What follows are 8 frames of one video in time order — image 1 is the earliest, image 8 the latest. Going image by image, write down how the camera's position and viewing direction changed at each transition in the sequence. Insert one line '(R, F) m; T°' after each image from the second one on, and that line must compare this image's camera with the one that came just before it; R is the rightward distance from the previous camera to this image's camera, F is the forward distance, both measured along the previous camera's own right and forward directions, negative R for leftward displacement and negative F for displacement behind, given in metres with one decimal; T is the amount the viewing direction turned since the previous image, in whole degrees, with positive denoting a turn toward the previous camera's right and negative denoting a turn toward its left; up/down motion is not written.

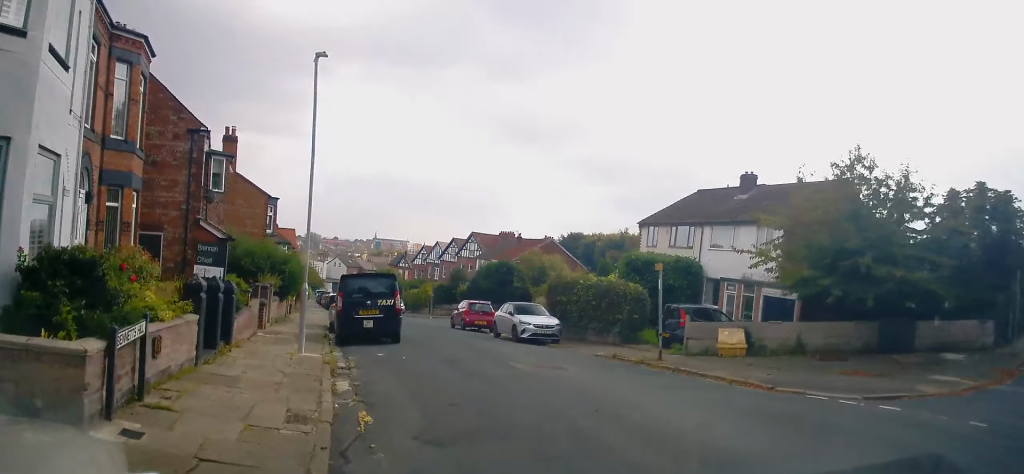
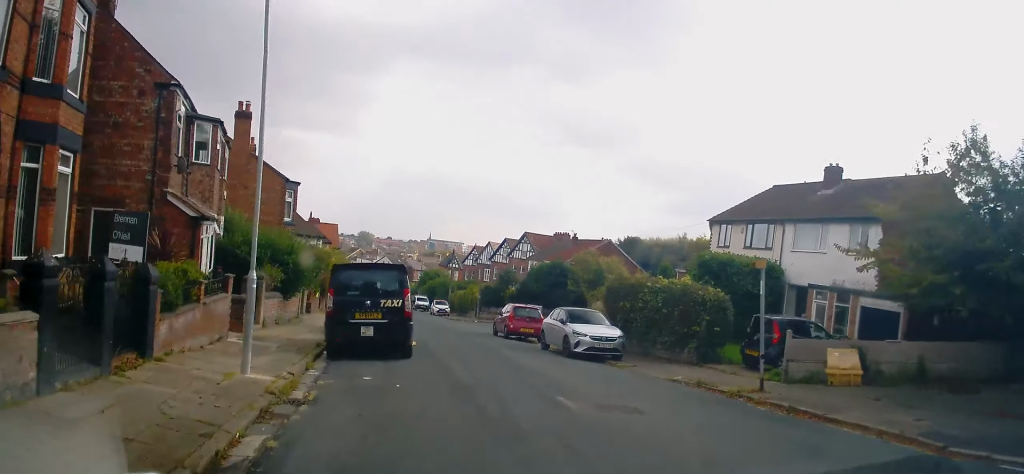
(-0.3, +4.2) m; -5°
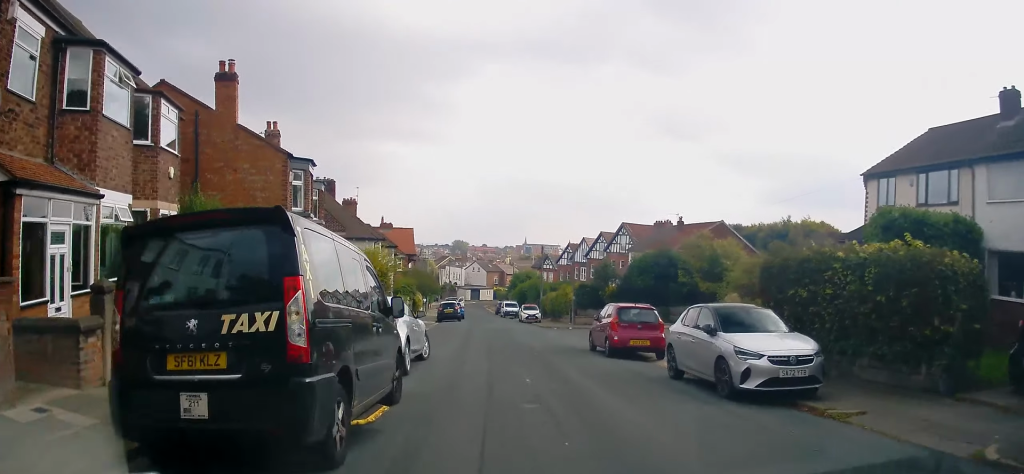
(-0.1, +8.2) m; -4°
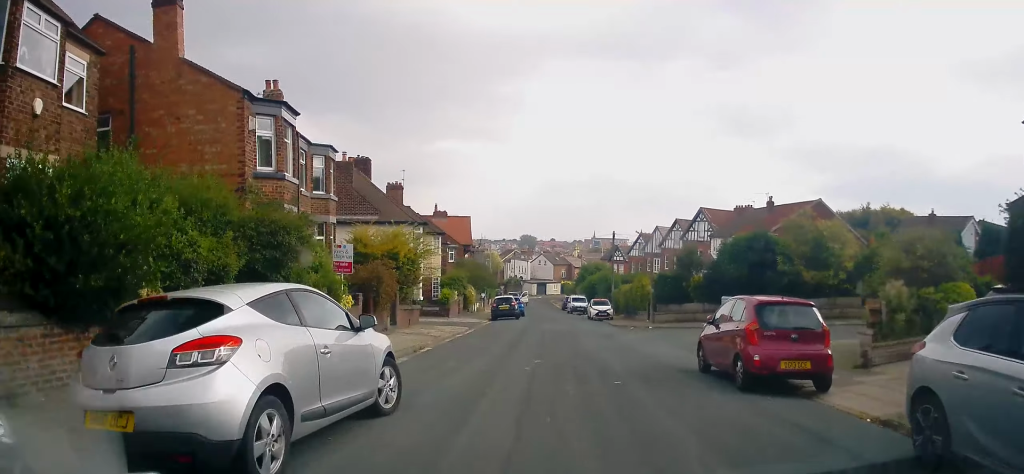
(-0.4, +6.8) m; -8°
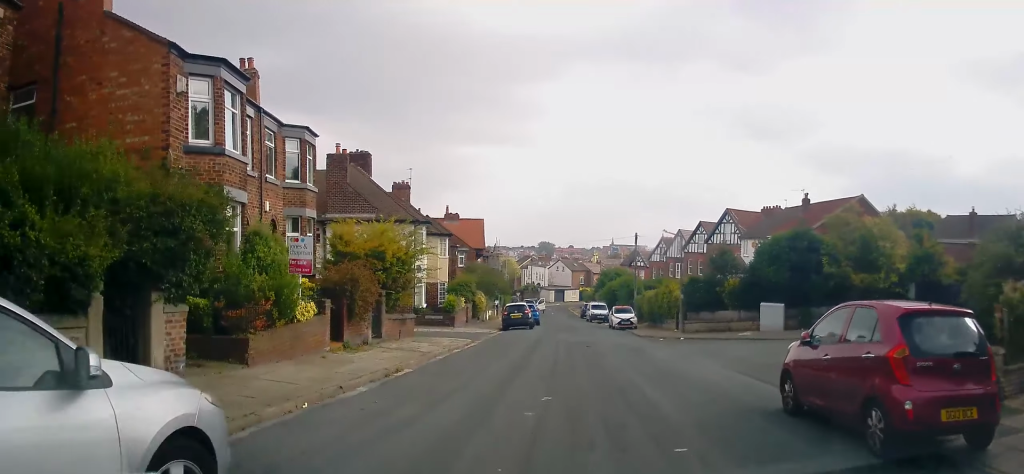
(0.0, +3.7) m; -5°
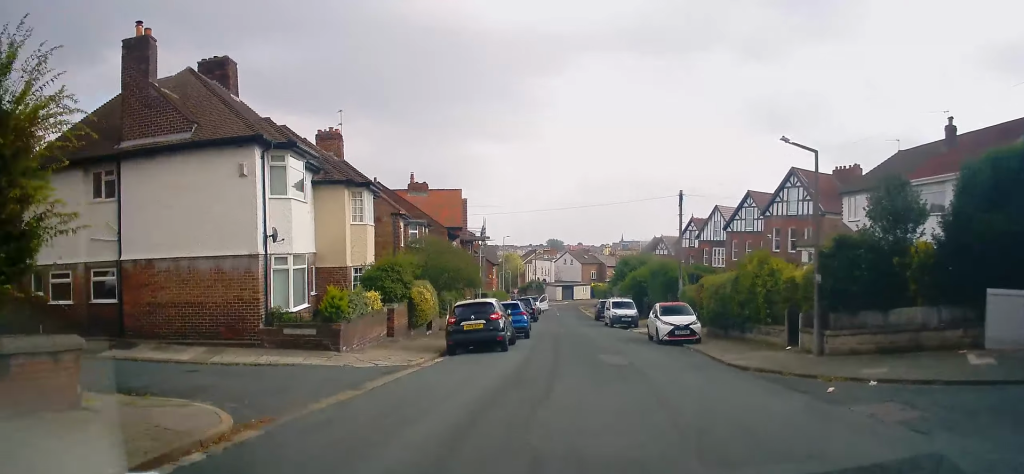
(-0.1, +16.4) m; +2°
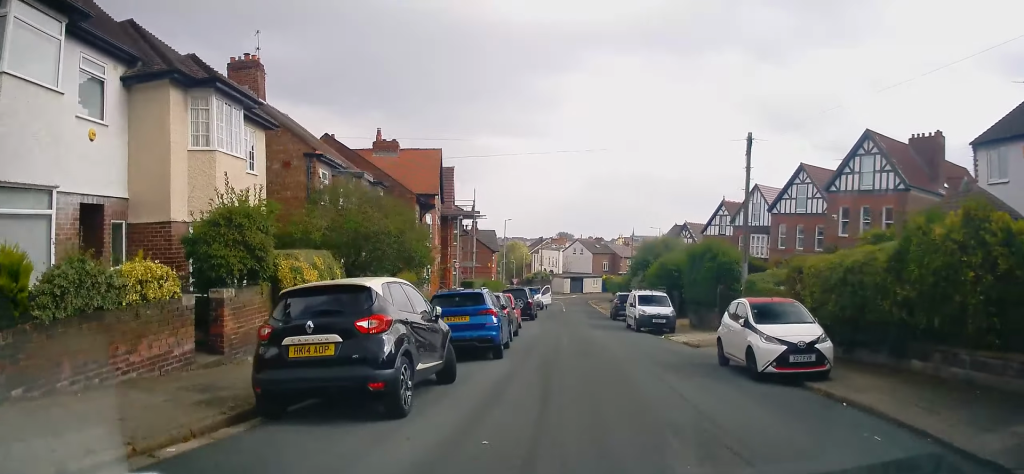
(-0.4, +10.6) m; -5°
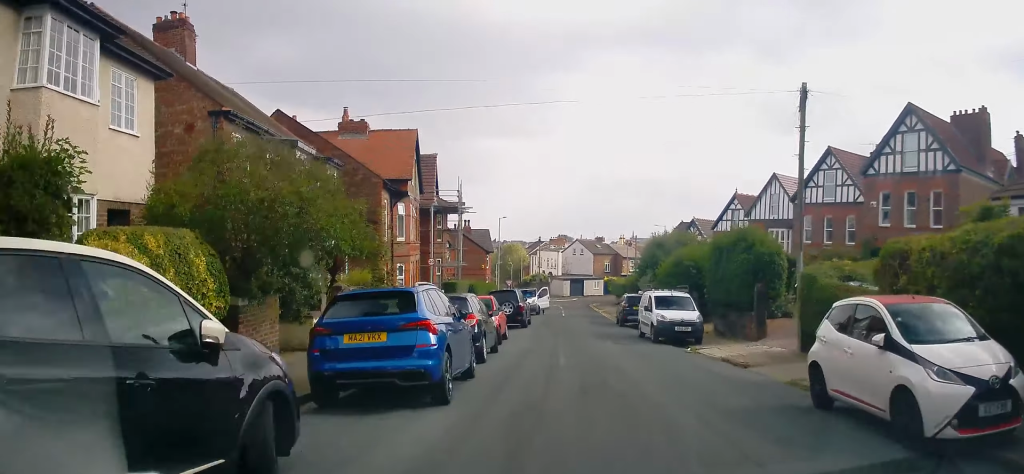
(-0.2, +5.4) m; -1°
